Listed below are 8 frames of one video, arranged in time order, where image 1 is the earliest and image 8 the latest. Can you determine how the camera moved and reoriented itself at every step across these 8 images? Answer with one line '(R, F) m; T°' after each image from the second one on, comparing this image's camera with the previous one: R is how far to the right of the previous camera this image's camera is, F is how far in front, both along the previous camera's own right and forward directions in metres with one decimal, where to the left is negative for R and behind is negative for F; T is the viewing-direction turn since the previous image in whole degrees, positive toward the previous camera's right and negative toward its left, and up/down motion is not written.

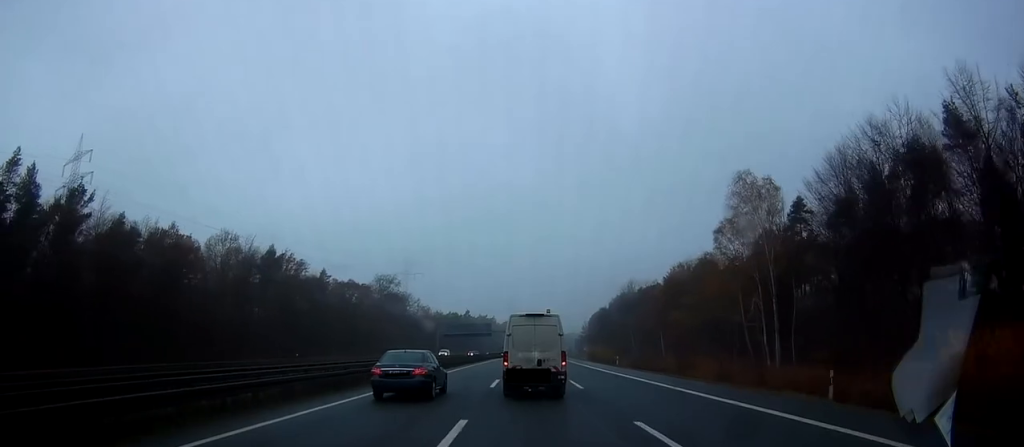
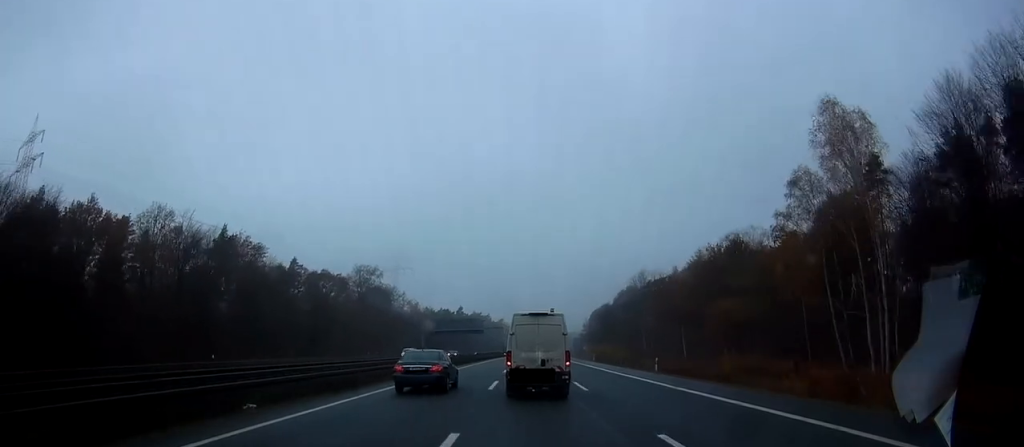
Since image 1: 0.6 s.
(-0.1, +20.1) m; 0°
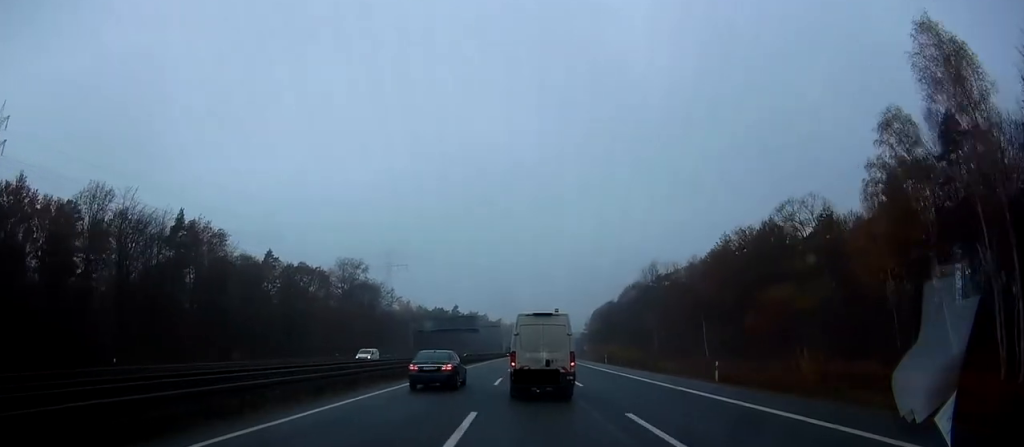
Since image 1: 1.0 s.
(0.0, +14.4) m; 0°
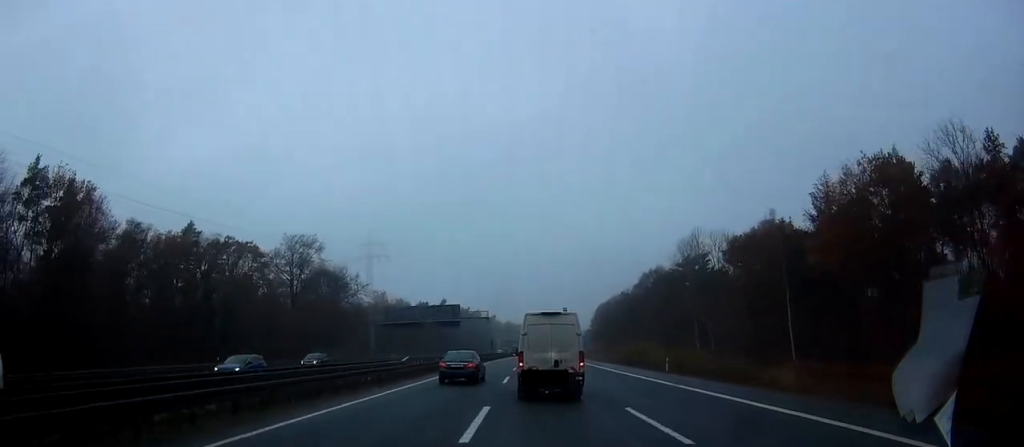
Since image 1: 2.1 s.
(+0.3, +33.7) m; 0°
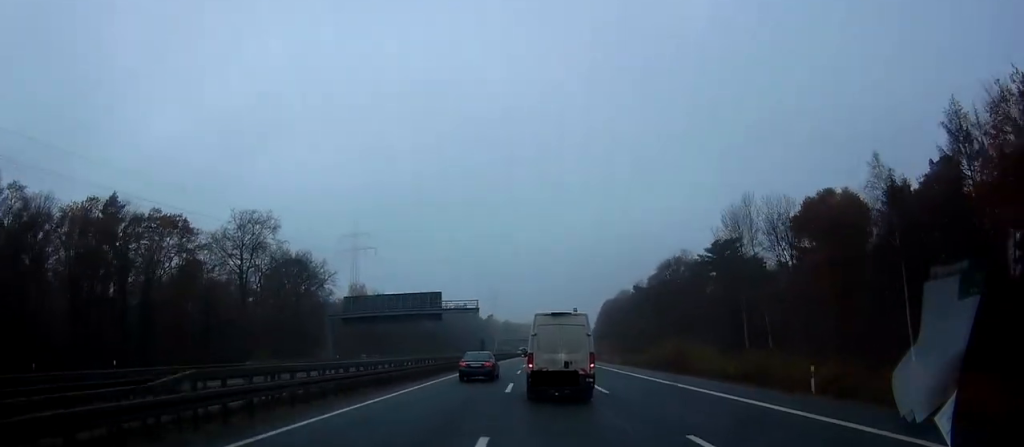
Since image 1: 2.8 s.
(0.0, +23.2) m; 0°
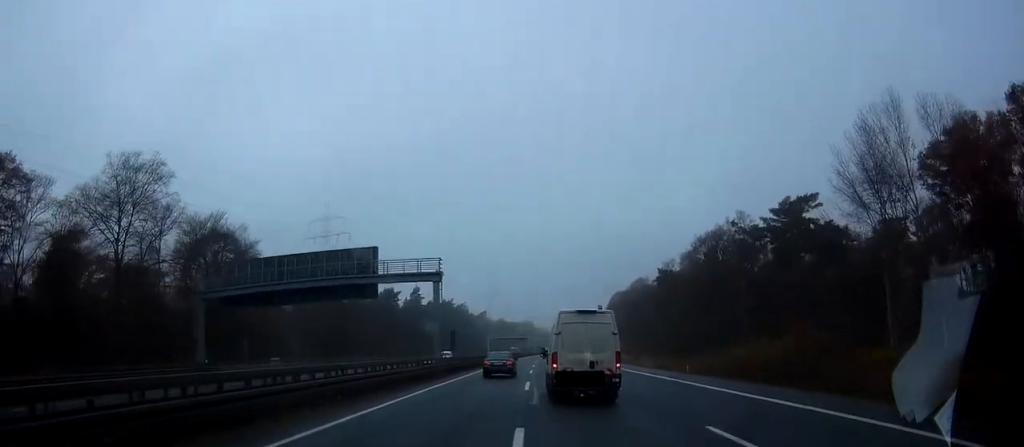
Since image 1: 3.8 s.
(0.0, +34.4) m; +1°
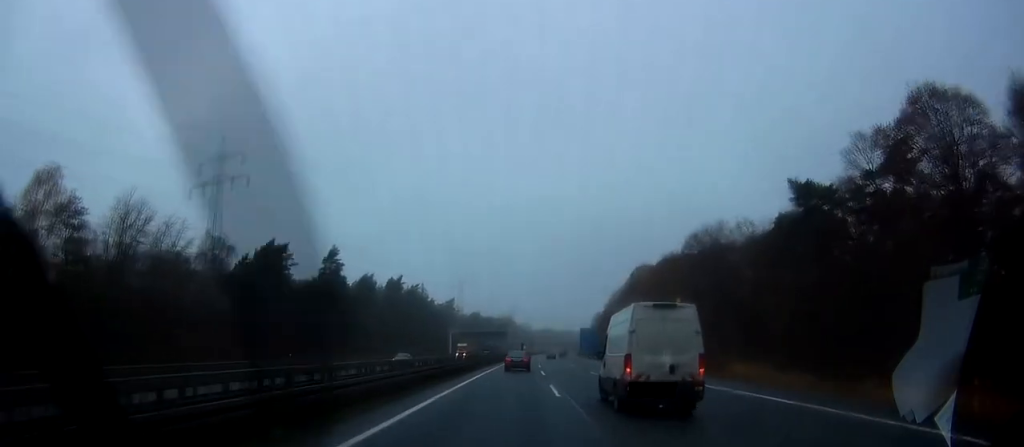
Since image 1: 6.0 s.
(+1.0, +74.9) m; +1°
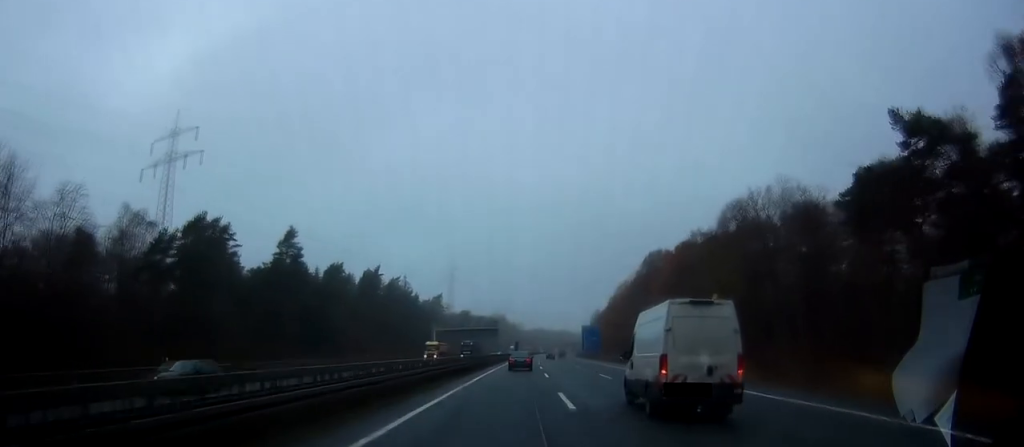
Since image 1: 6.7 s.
(+0.1, +22.0) m; 0°
